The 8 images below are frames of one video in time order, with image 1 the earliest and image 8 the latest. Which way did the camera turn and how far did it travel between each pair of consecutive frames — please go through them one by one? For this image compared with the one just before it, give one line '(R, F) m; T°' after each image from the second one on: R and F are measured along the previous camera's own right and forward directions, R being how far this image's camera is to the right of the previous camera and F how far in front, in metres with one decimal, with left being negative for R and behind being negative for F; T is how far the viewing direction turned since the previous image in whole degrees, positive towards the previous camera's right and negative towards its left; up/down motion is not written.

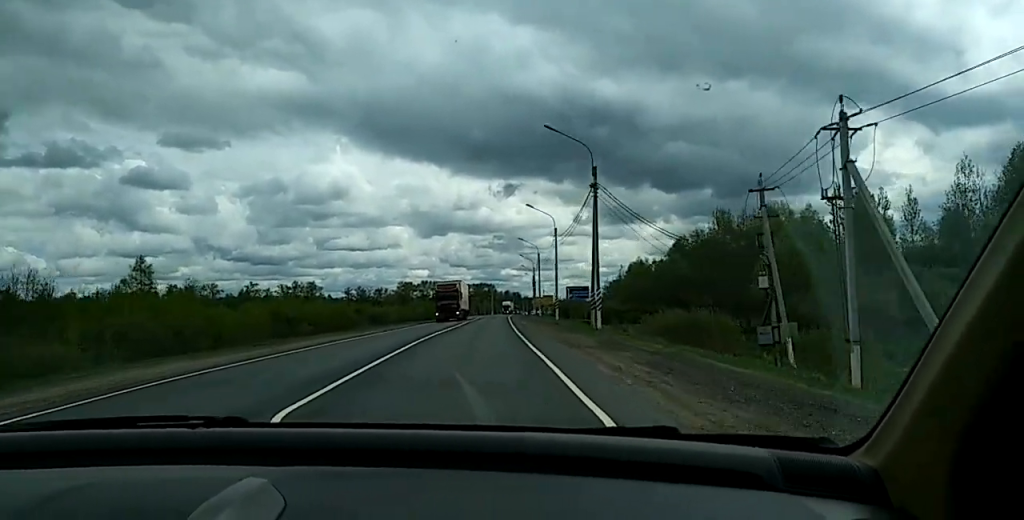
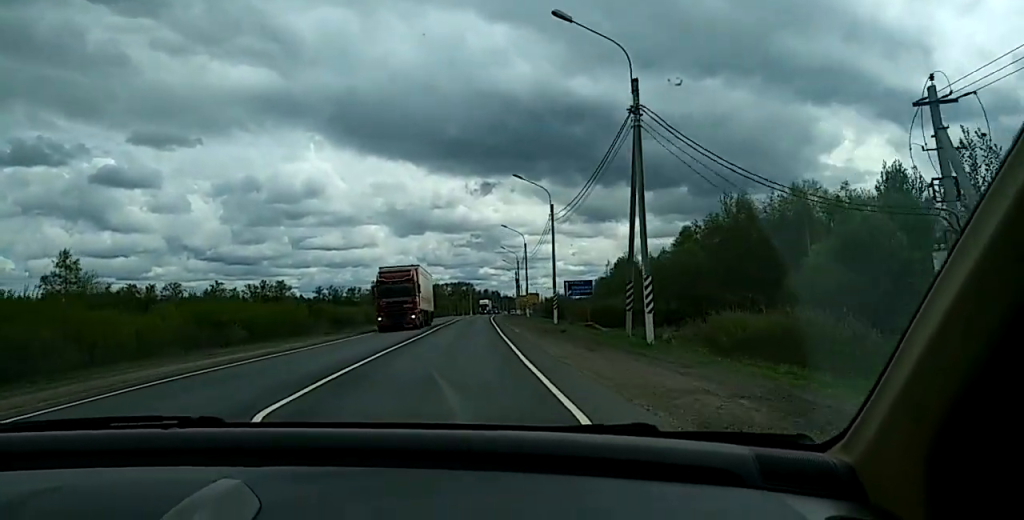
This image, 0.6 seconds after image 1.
(0.0, +17.2) m; 0°
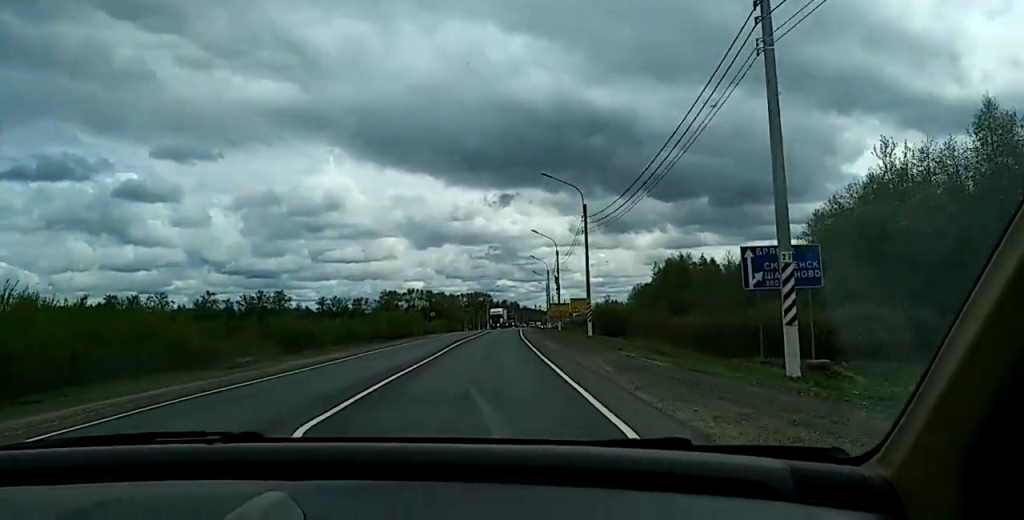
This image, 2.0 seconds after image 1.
(+0.5, +45.8) m; +1°
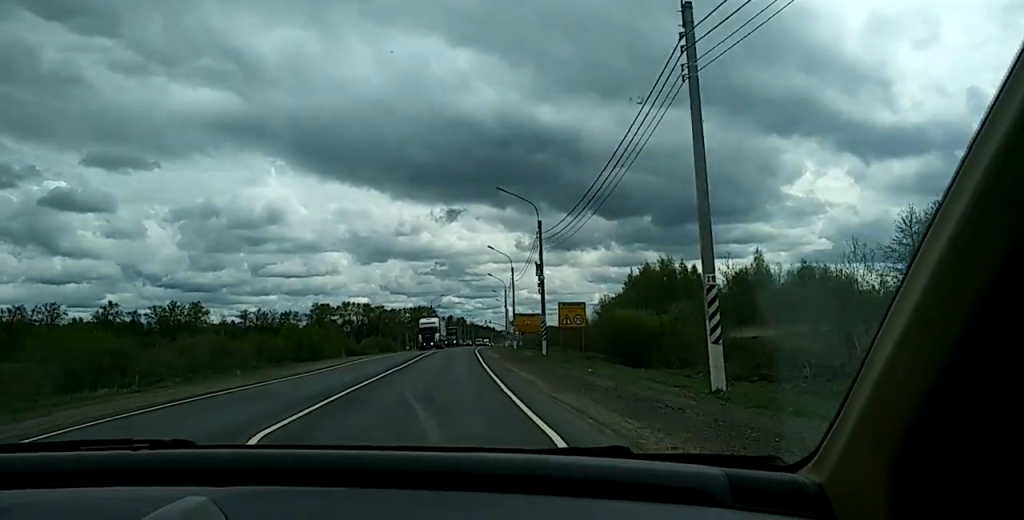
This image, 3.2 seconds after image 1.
(+0.1, +35.6) m; 0°
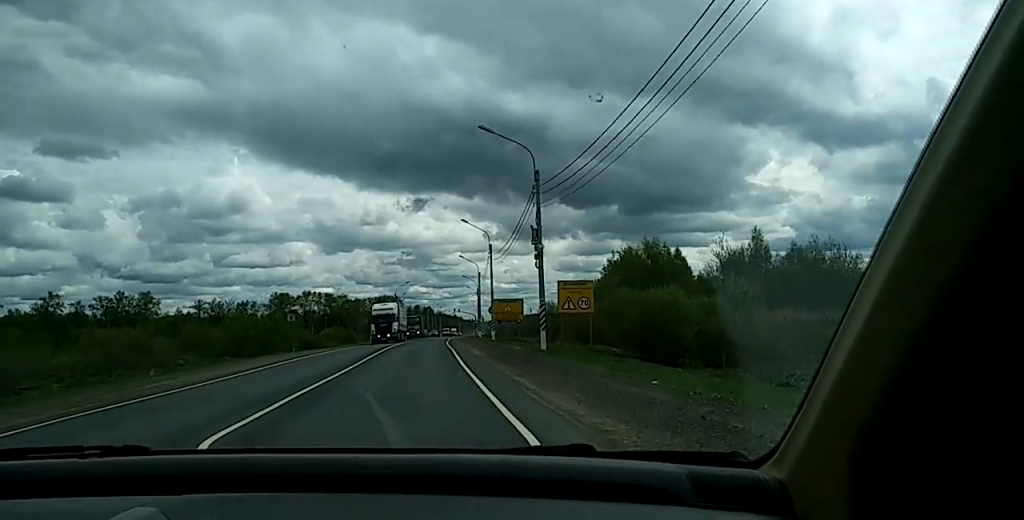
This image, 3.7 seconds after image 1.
(0.0, +12.5) m; 0°
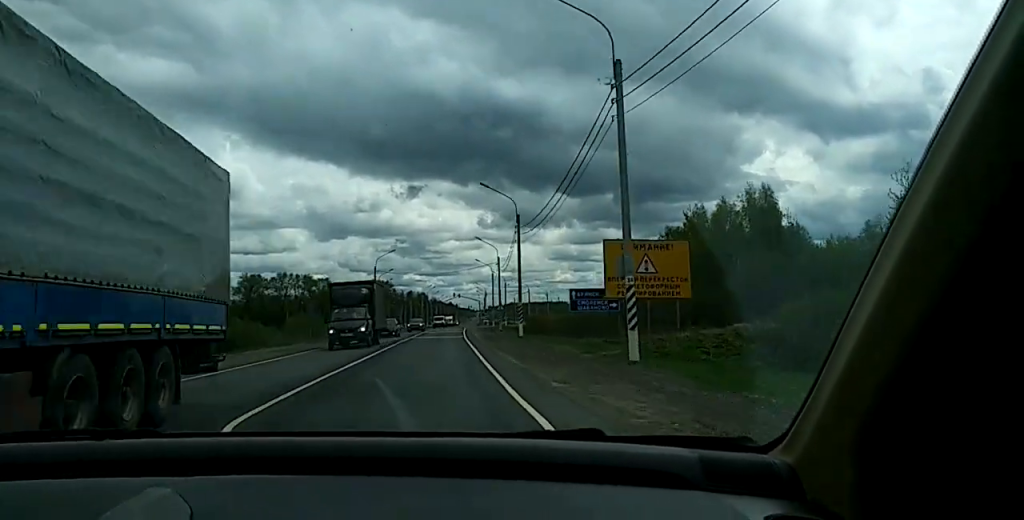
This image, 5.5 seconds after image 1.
(+0.1, +42.4) m; 0°
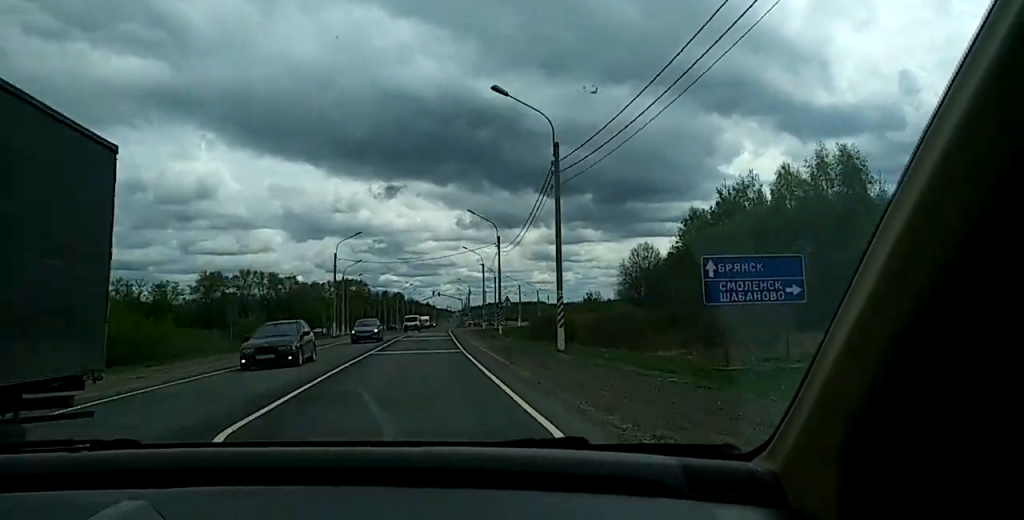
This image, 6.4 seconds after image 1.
(0.0, +21.3) m; +1°
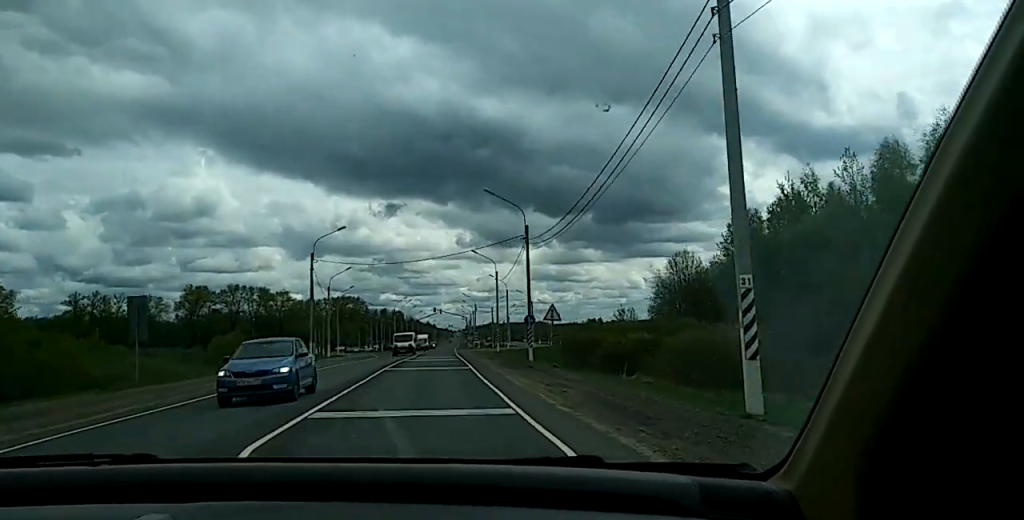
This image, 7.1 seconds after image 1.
(+0.2, +17.8) m; +2°
